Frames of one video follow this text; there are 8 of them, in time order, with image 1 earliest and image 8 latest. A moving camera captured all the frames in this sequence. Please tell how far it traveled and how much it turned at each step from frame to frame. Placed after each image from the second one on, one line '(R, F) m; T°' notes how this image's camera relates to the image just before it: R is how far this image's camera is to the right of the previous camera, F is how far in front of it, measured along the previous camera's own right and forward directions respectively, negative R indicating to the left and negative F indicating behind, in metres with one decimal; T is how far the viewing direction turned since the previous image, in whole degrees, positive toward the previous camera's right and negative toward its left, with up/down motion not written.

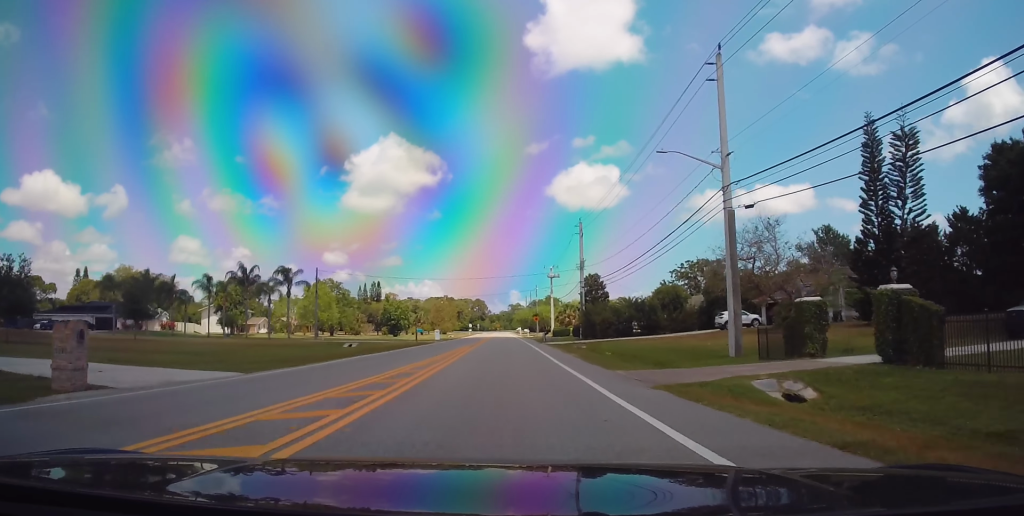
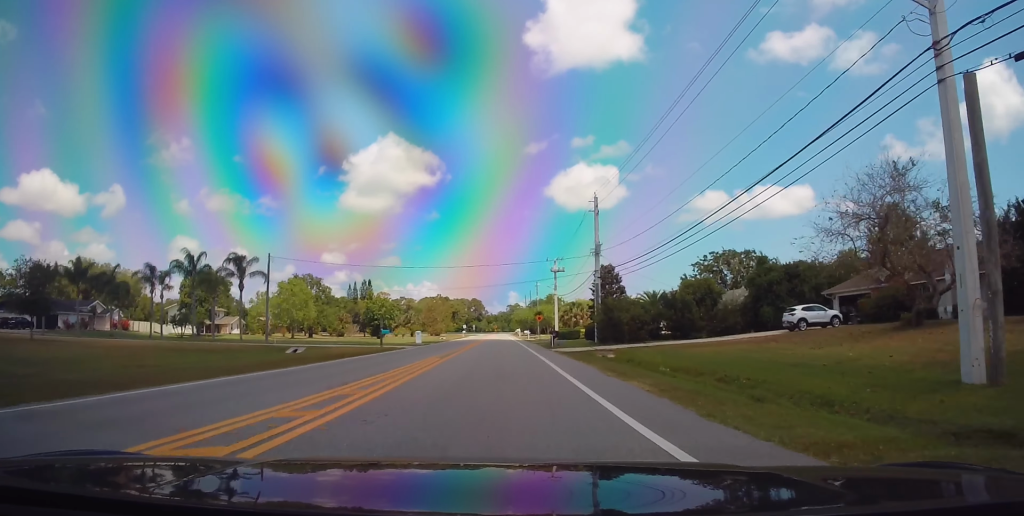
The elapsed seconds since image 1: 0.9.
(0.0, +15.4) m; 0°
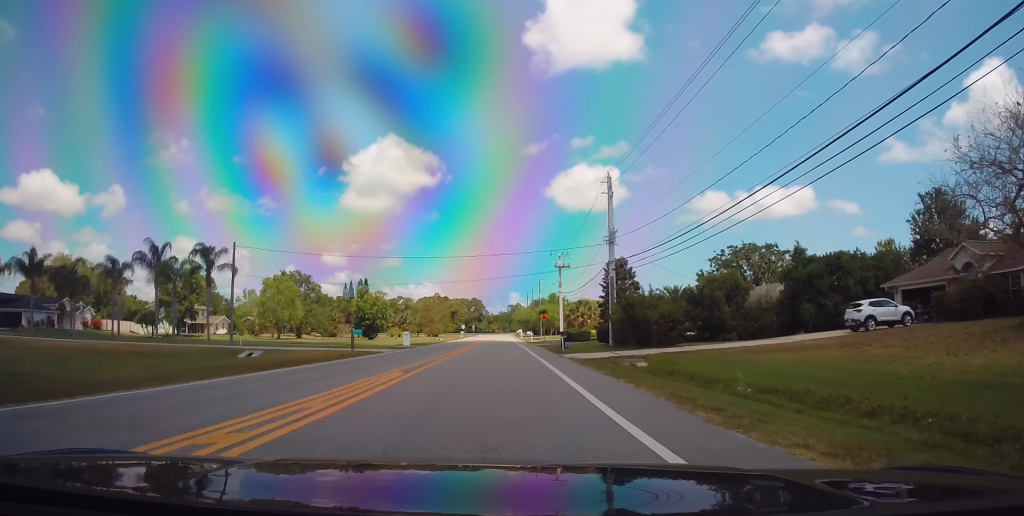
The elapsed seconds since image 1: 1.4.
(0.0, +8.5) m; 0°
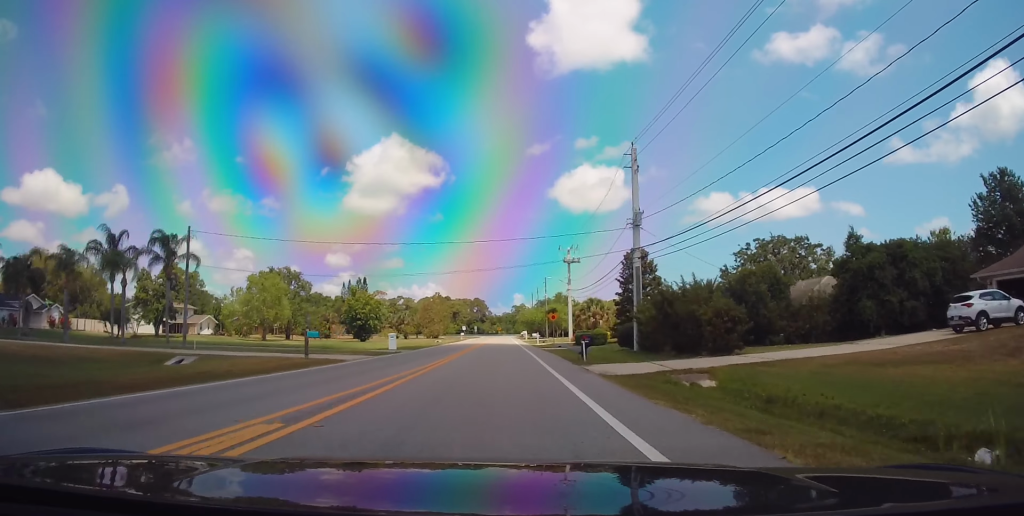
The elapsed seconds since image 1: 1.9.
(0.0, +9.1) m; 0°
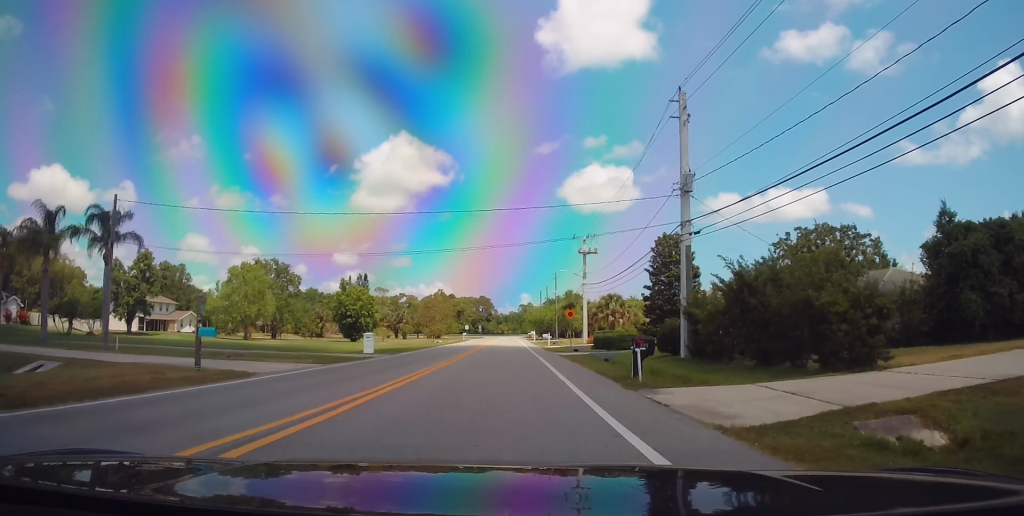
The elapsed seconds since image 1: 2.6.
(0.0, +10.8) m; 0°
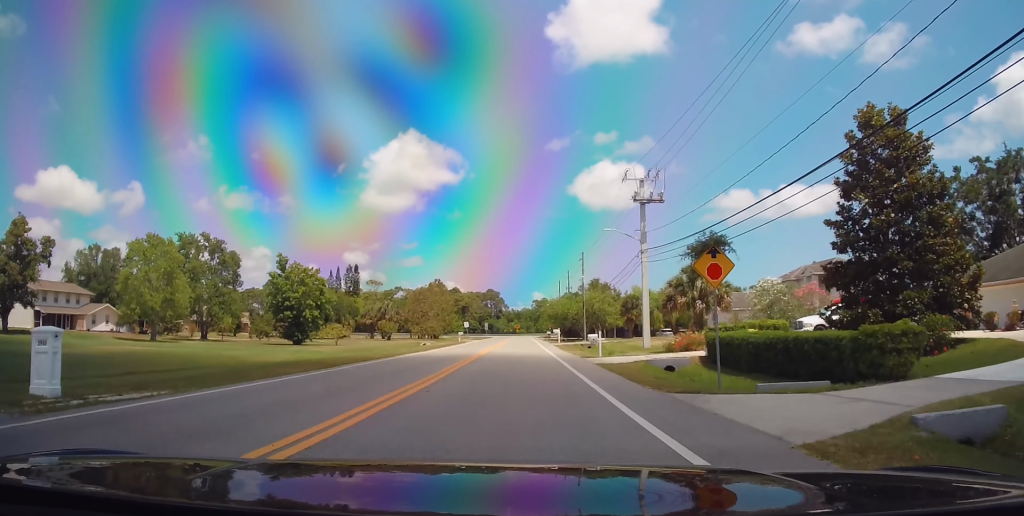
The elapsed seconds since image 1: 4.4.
(0.0, +31.3) m; -1°
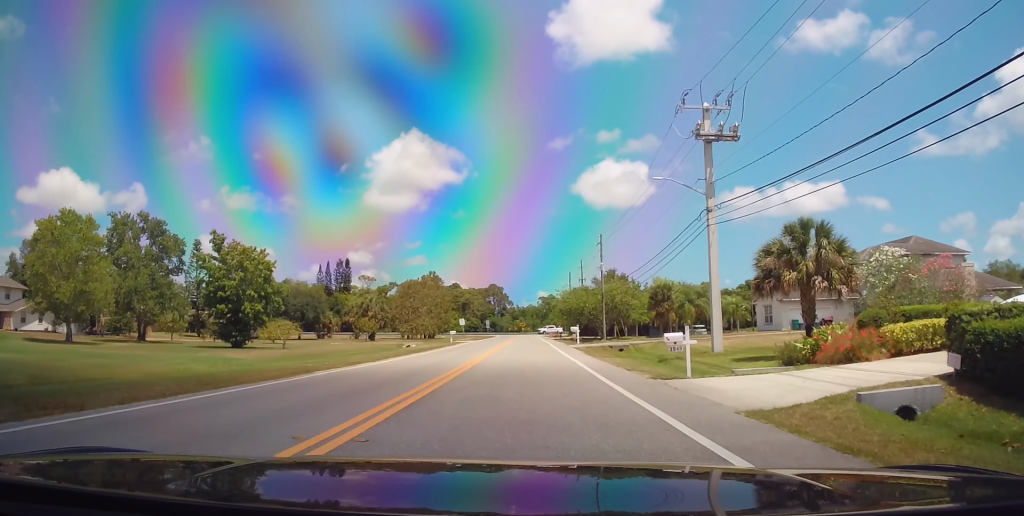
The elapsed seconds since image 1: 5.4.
(-0.3, +16.3) m; -2°
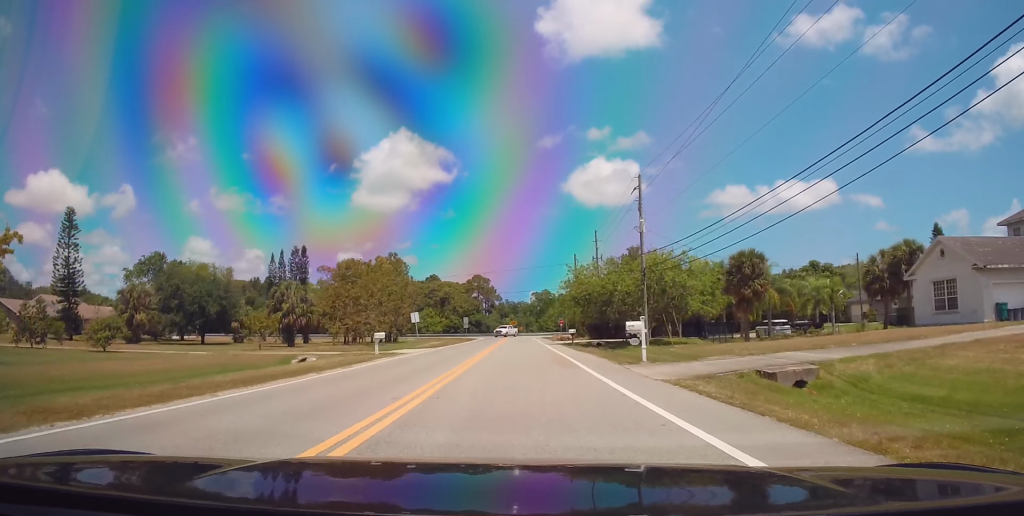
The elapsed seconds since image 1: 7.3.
(+0.2, +31.6) m; +2°
